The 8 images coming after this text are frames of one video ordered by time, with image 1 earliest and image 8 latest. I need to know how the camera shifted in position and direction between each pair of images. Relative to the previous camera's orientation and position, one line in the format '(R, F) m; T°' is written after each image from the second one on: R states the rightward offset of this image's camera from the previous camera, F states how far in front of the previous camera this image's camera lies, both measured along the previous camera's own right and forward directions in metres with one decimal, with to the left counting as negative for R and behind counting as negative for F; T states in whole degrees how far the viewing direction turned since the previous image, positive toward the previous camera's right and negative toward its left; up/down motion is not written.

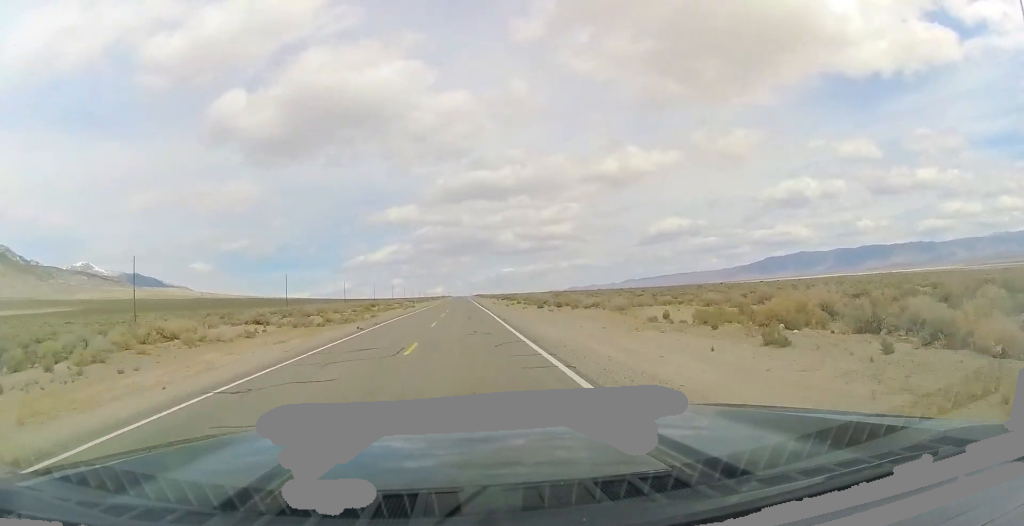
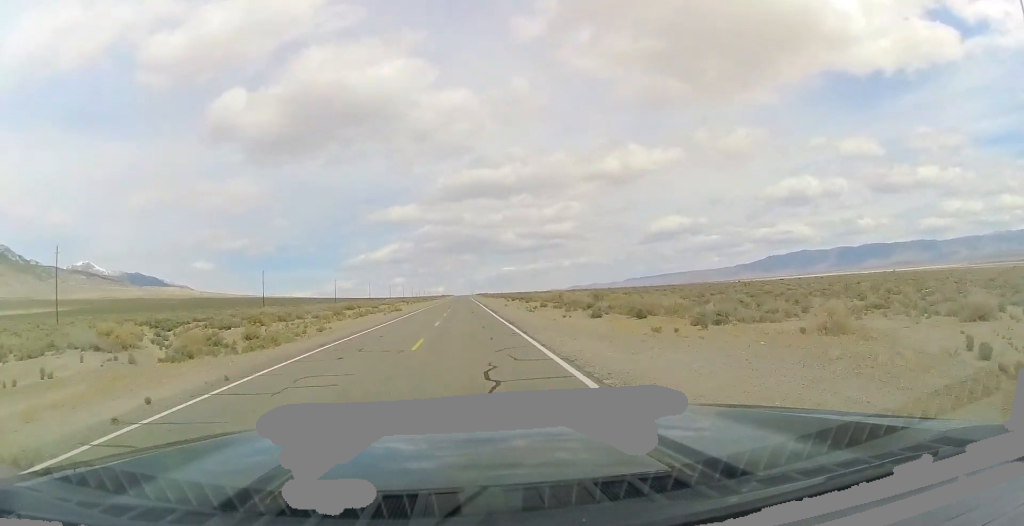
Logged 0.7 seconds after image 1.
(-0.2, +23.5) m; 0°
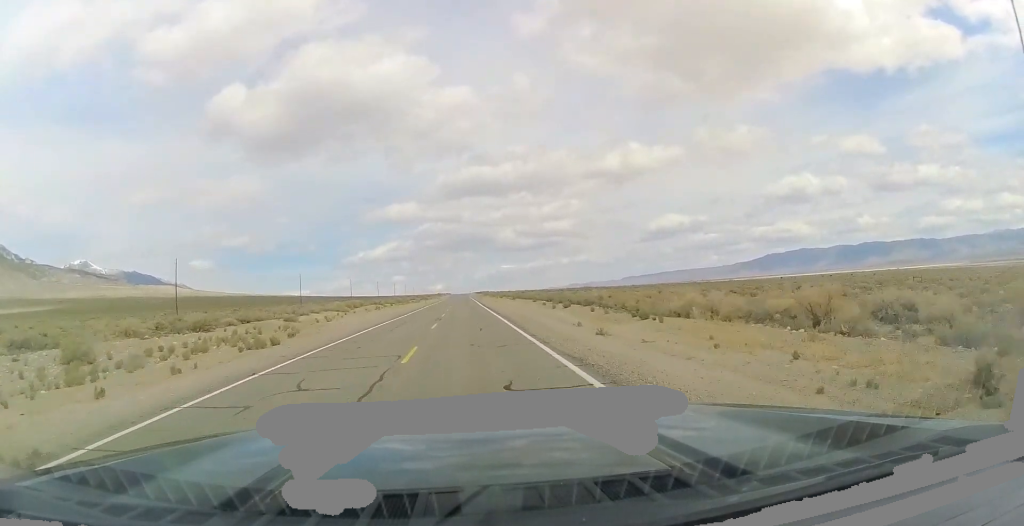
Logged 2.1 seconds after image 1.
(+0.6, +51.5) m; 0°
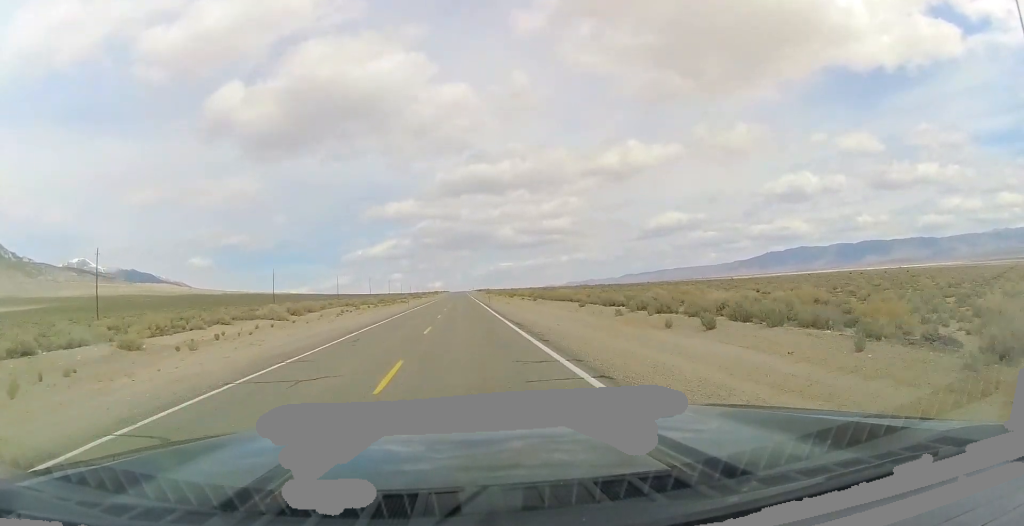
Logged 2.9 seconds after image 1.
(-0.1, +28.1) m; 0°
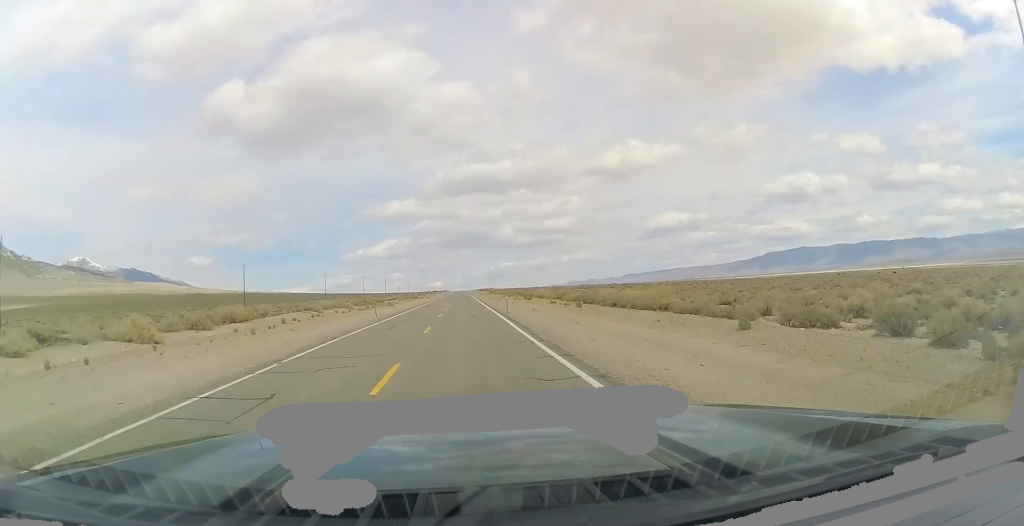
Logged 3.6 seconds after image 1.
(-0.1, +24.5) m; +1°
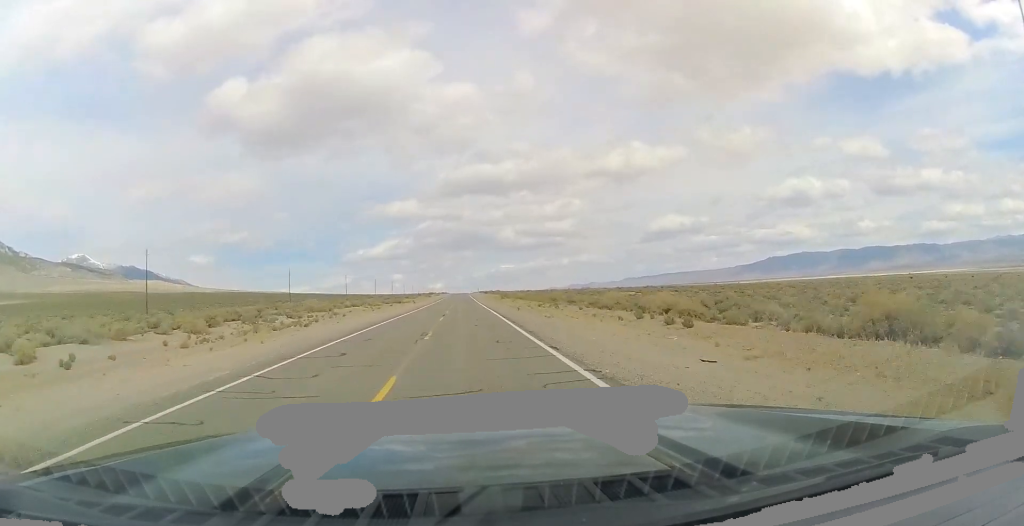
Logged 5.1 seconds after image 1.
(0.0, +50.6) m; -1°
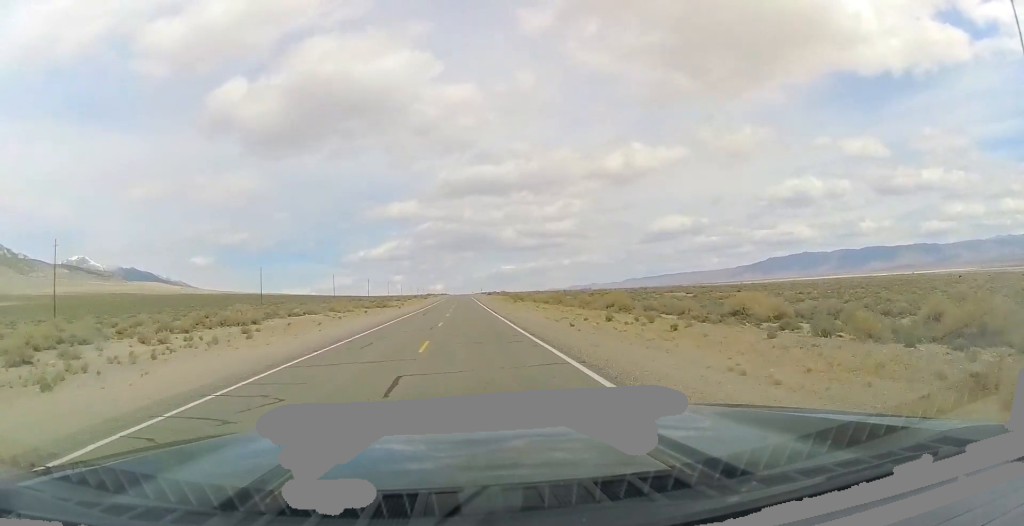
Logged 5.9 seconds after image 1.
(-0.3, +28.4) m; 0°
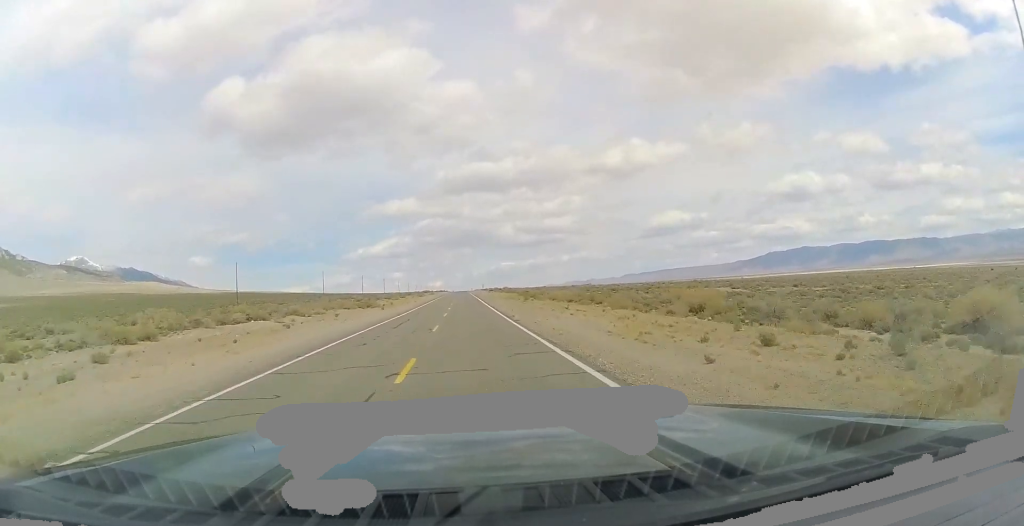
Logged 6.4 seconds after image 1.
(+0.3, +17.8) m; 0°
